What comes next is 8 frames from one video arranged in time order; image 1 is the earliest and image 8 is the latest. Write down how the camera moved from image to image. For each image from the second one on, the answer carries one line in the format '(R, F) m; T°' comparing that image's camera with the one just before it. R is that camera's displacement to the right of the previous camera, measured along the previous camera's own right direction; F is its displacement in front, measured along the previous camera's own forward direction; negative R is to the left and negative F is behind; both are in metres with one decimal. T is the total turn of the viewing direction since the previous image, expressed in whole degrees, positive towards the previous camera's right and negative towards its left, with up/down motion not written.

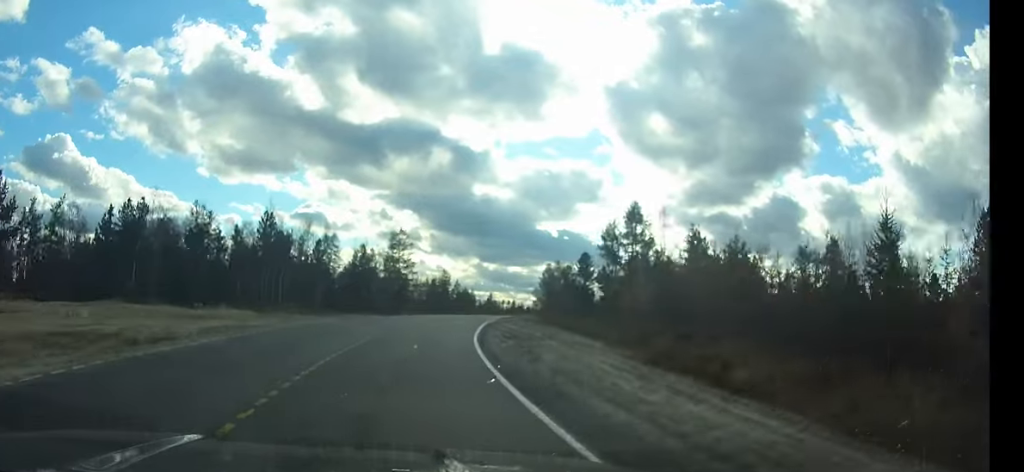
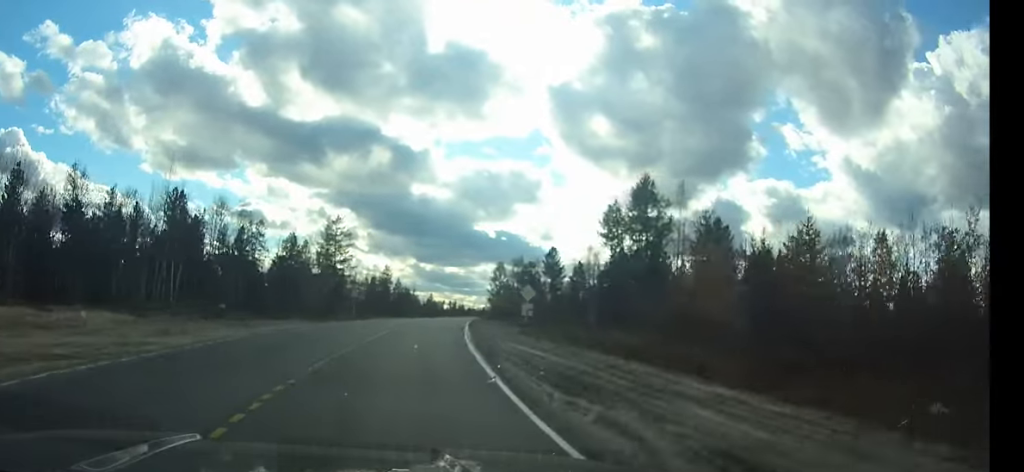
(+0.3, +16.1) m; +5°
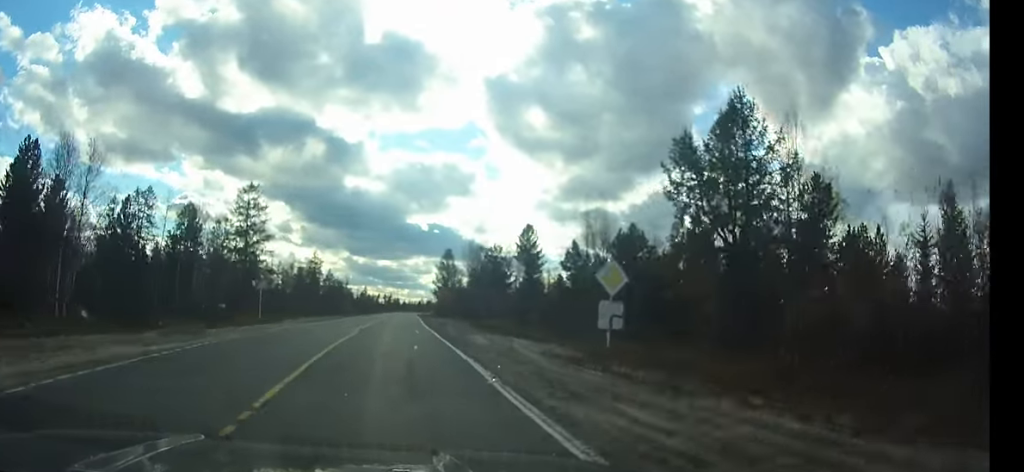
(+1.4, +21.9) m; +4°
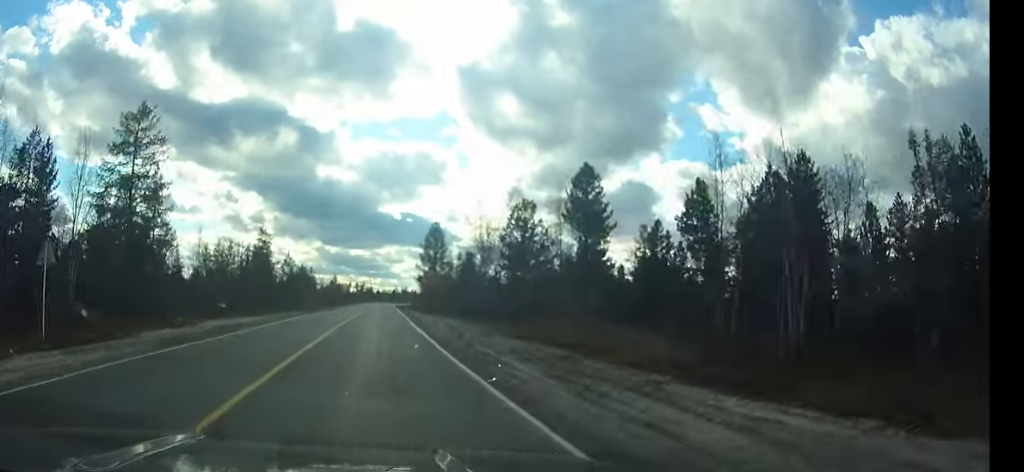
(+1.0, +28.2) m; +2°
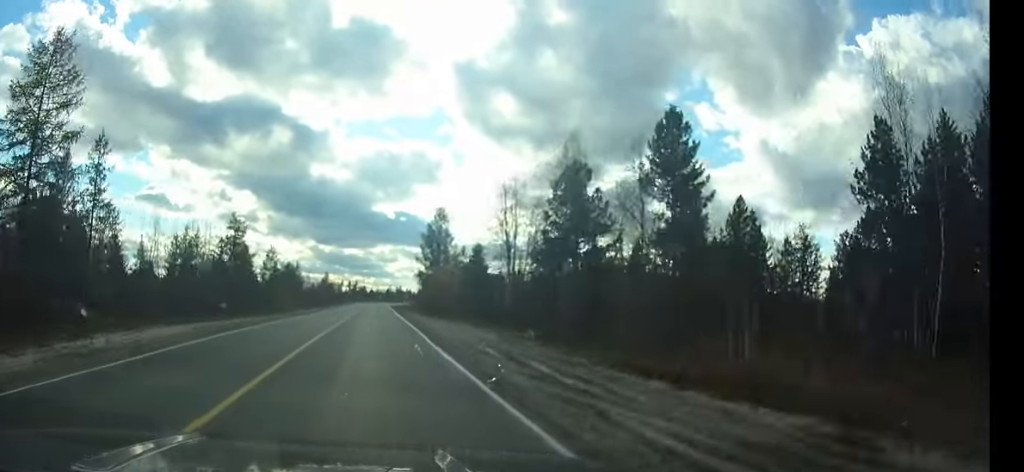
(+0.1, +14.0) m; 0°
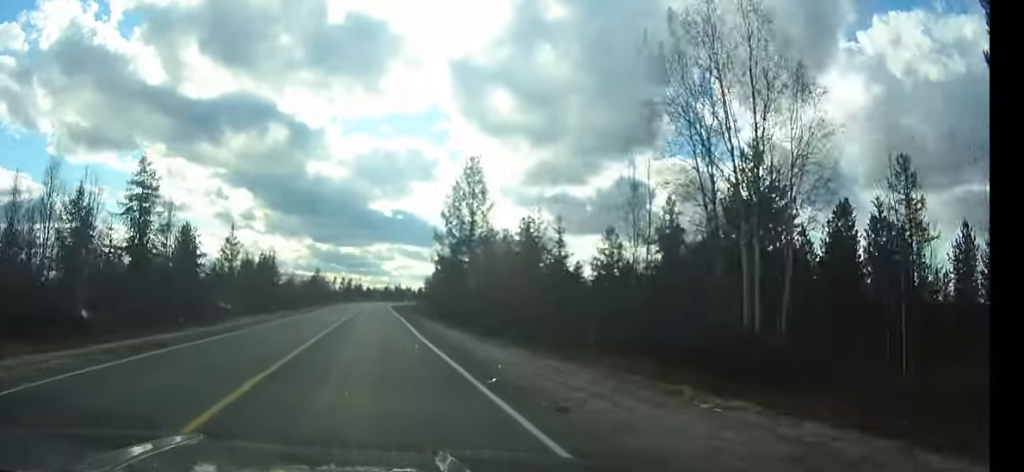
(+0.1, +28.5) m; 0°
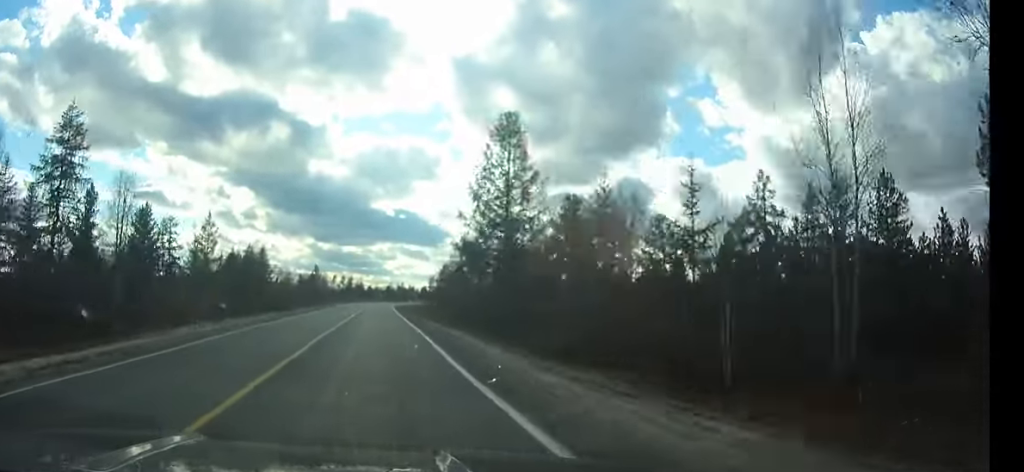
(0.0, +12.1) m; 0°
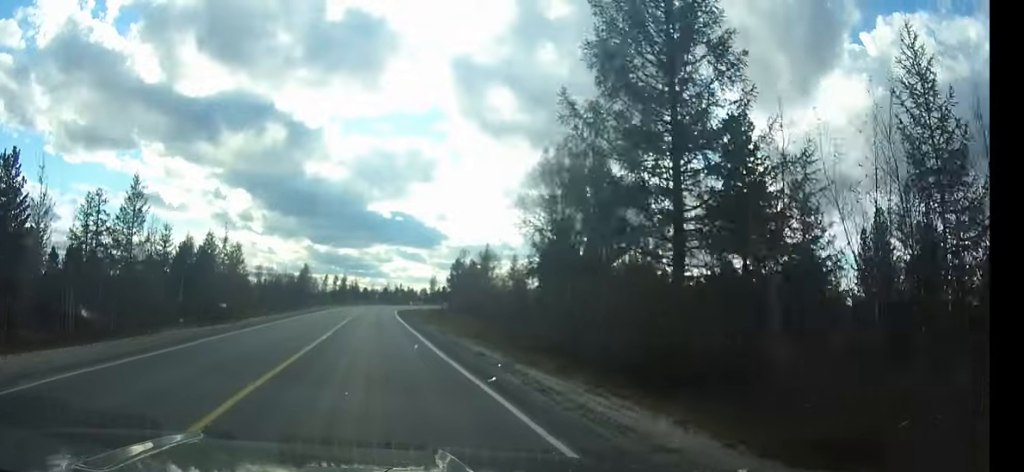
(0.0, +22.2) m; 0°
